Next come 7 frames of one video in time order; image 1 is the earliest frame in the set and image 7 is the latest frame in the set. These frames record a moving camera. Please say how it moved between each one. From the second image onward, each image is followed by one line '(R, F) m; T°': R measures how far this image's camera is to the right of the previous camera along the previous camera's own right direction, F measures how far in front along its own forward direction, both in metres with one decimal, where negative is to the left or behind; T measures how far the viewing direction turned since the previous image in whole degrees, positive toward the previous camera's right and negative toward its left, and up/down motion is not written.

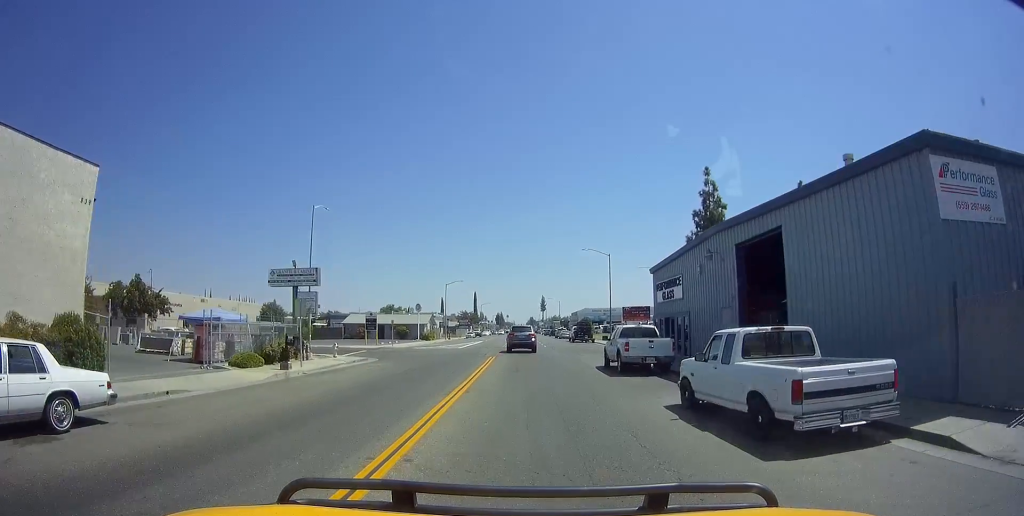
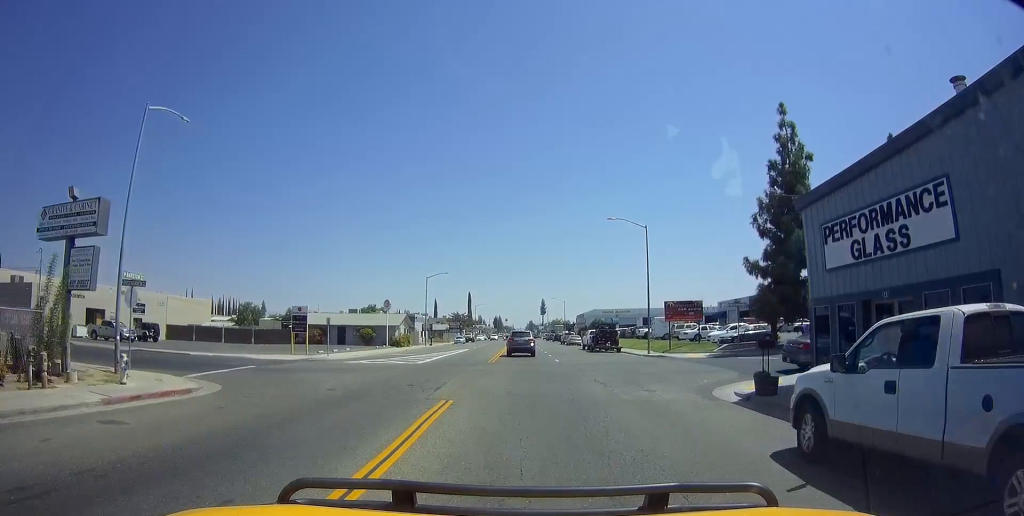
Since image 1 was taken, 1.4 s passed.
(0.0, +17.6) m; +1°
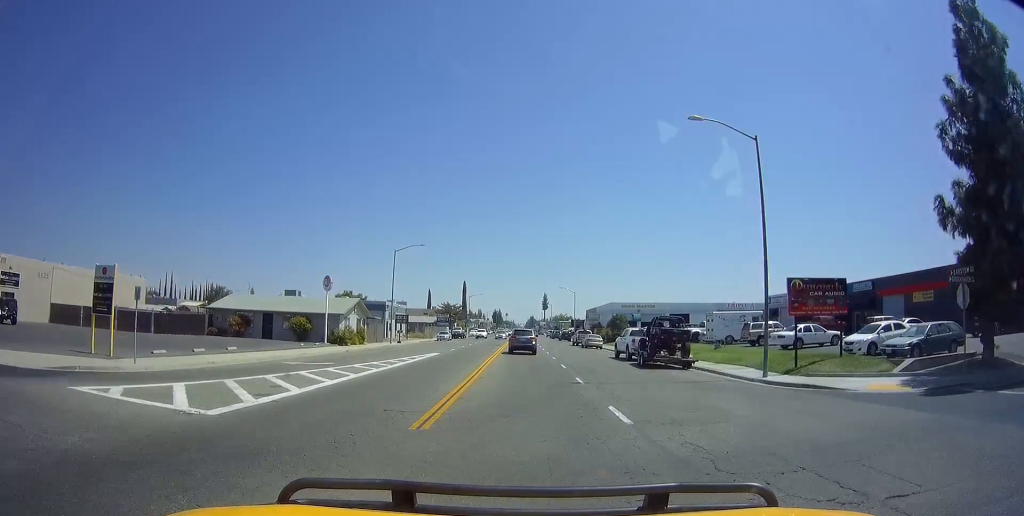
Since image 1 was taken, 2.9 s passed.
(+0.3, +19.3) m; -1°
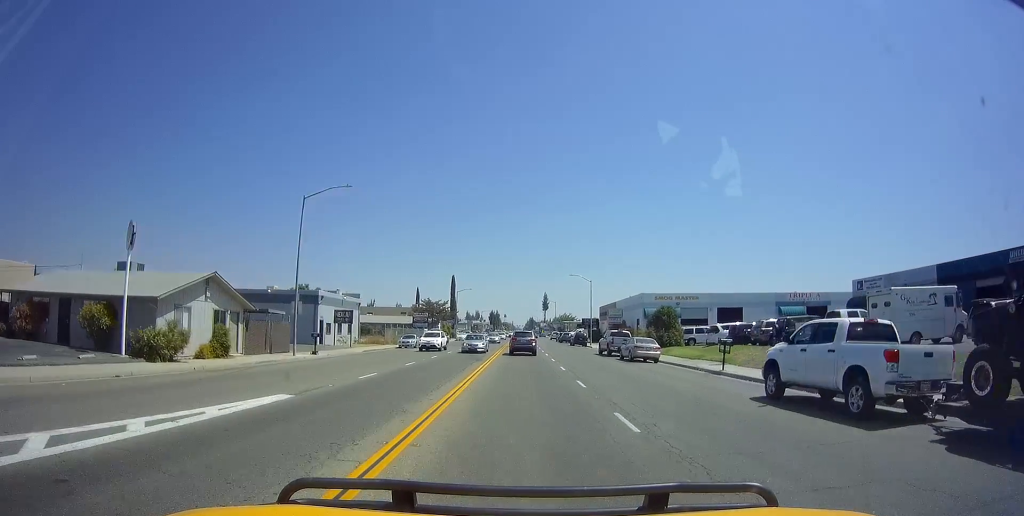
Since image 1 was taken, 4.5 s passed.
(-0.5, +22.8) m; 0°
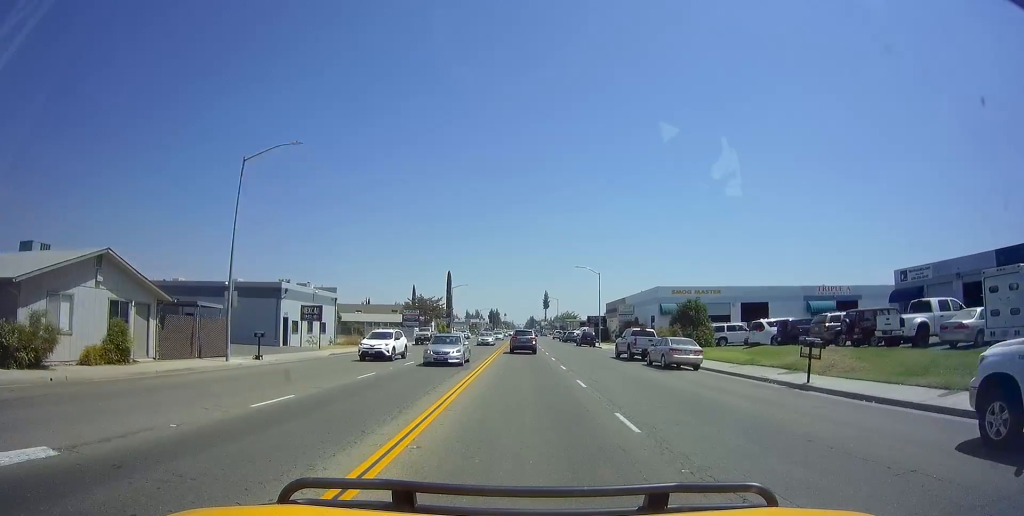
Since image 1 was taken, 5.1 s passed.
(+0.1, +7.4) m; 0°
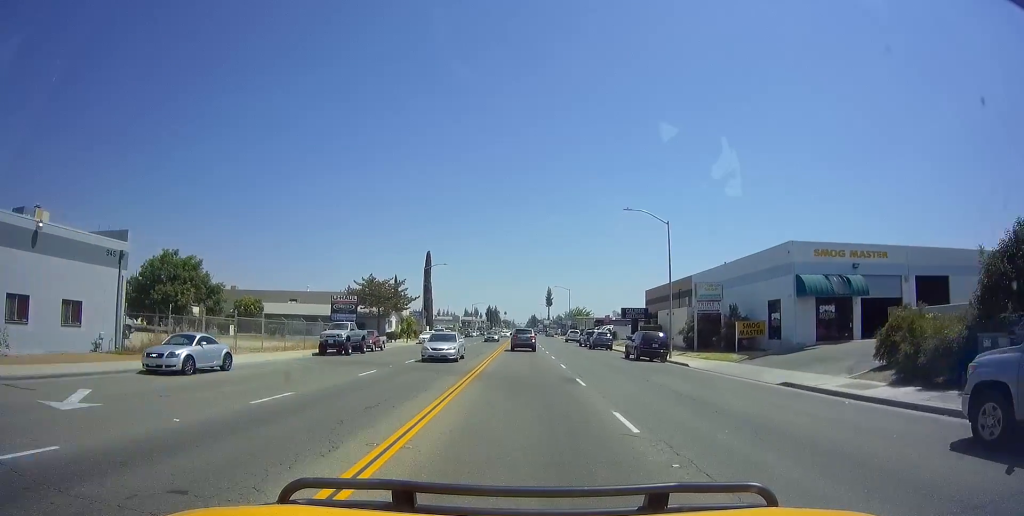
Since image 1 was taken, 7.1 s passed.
(-0.2, +29.3) m; -1°
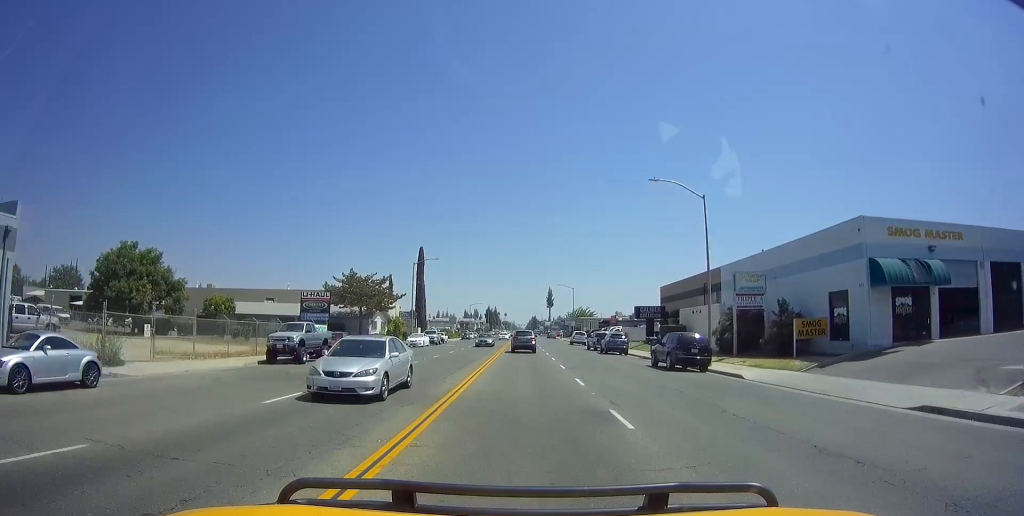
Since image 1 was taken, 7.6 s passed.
(0.0, +7.0) m; 0°
